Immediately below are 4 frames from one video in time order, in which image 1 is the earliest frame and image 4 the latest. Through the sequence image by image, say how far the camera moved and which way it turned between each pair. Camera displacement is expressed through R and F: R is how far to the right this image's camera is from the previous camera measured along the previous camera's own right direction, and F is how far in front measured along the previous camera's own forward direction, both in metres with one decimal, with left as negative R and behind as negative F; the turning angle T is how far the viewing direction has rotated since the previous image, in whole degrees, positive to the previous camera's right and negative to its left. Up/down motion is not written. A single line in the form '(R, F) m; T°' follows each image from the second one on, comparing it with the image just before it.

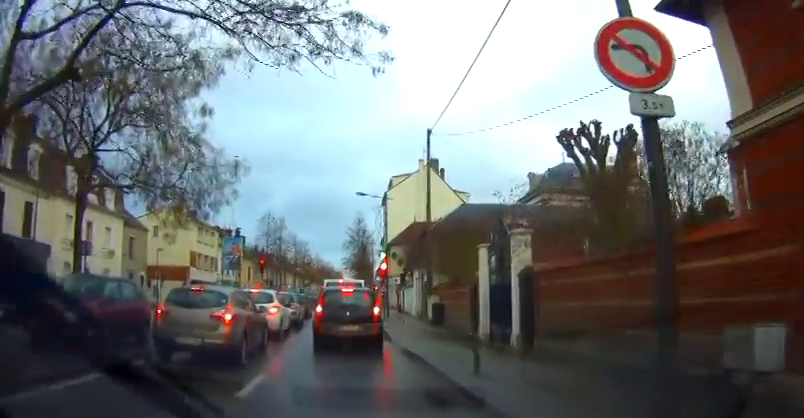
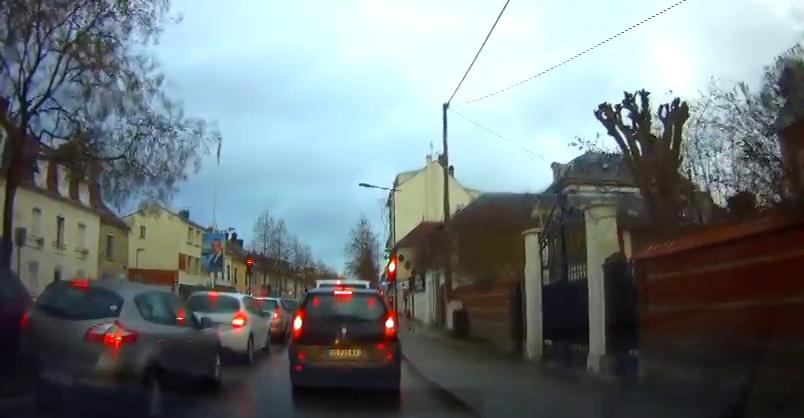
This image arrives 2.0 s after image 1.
(+0.2, +4.7) m; 0°
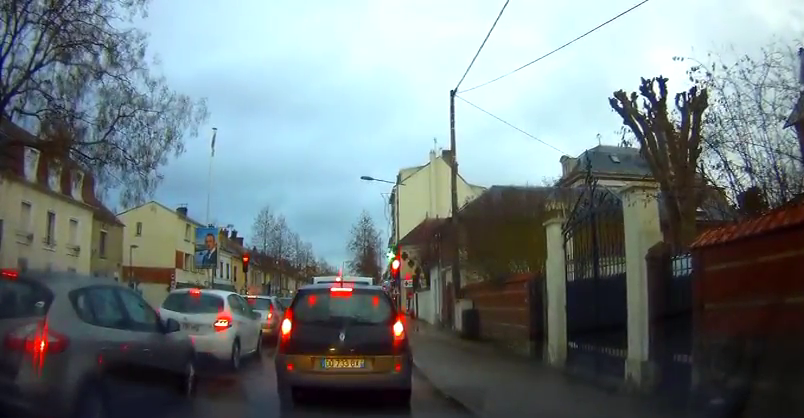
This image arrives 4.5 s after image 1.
(-0.3, +1.9) m; -3°
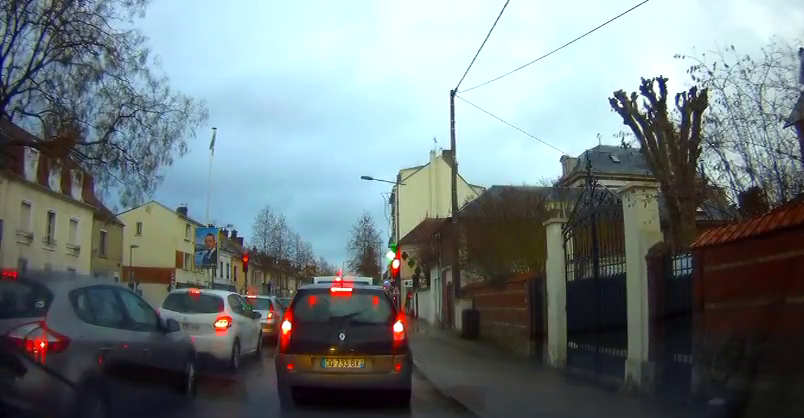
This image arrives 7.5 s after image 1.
(0.0, +0.1) m; 0°
